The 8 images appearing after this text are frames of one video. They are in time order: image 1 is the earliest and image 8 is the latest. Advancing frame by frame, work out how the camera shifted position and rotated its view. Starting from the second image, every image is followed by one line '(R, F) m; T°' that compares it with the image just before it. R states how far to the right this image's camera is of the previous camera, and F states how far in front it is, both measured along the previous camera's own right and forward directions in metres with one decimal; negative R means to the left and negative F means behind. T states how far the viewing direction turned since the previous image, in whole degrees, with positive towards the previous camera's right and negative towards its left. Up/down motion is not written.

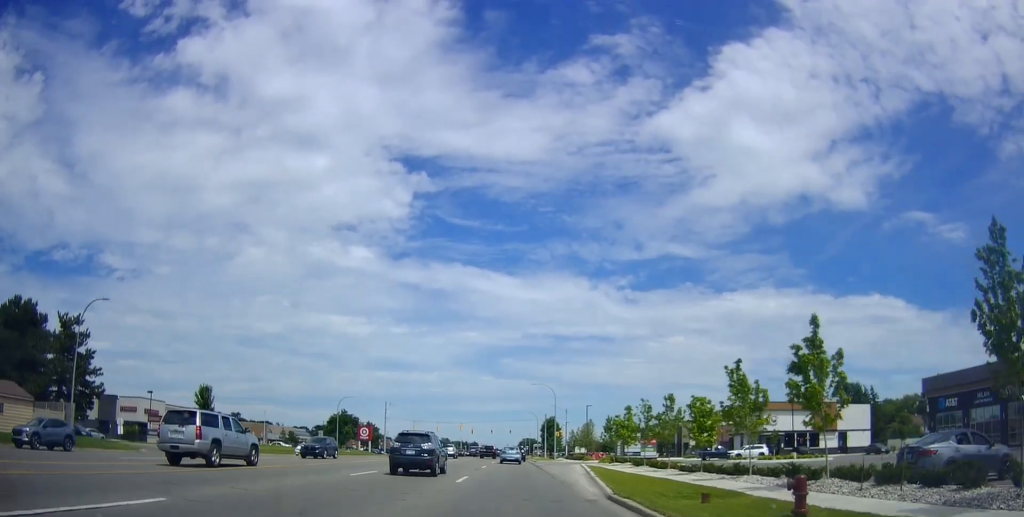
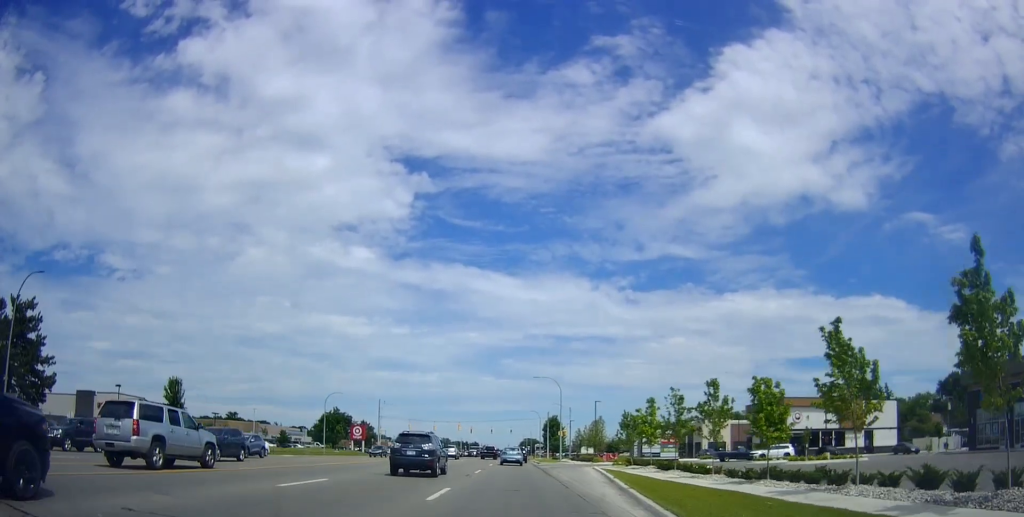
(0.0, +7.1) m; 0°
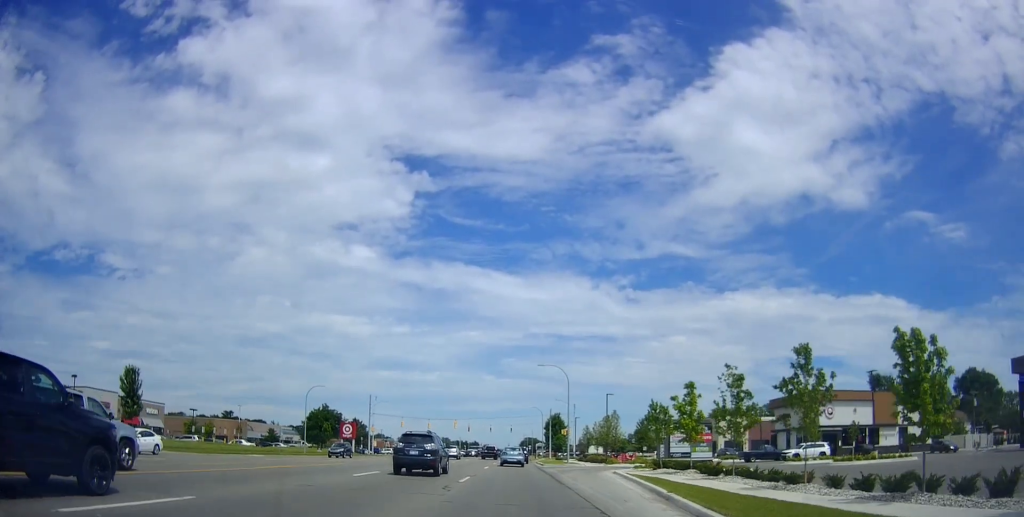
(0.0, +8.4) m; 0°
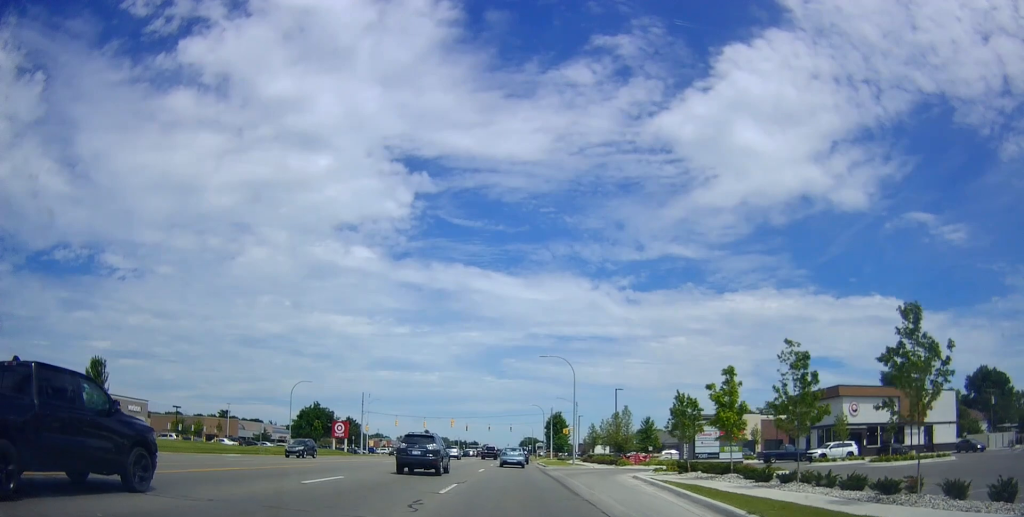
(0.0, +5.3) m; 0°
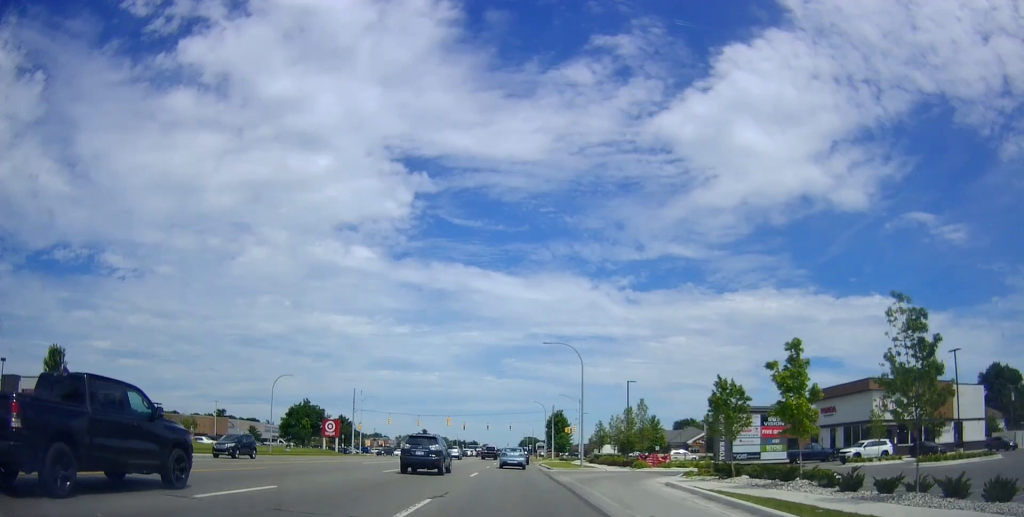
(0.0, +5.7) m; 0°
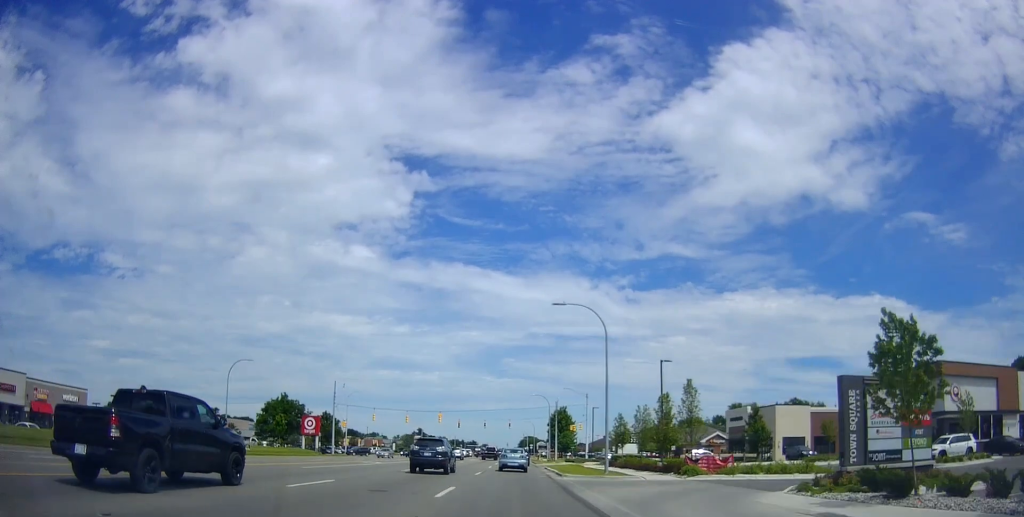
(0.0, +10.9) m; 0°
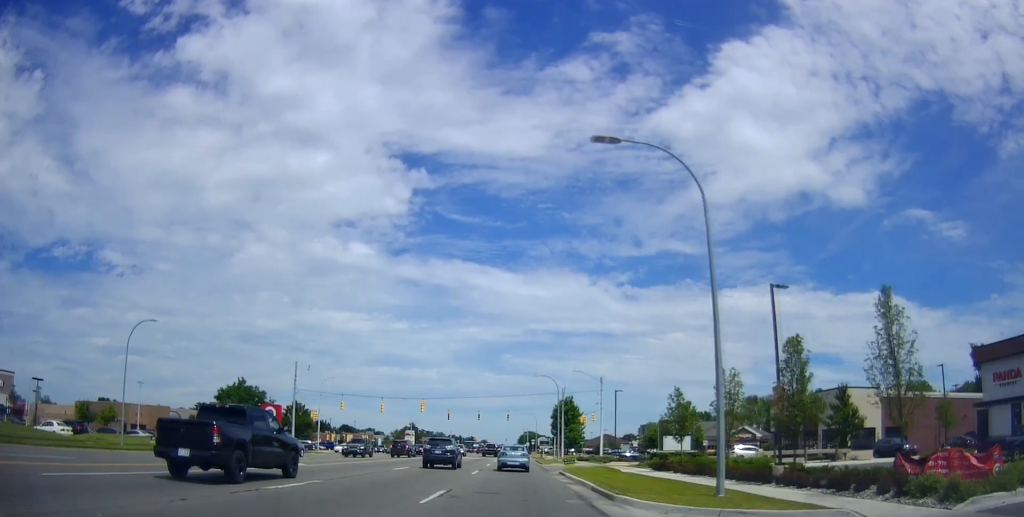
(0.0, +16.5) m; -2°
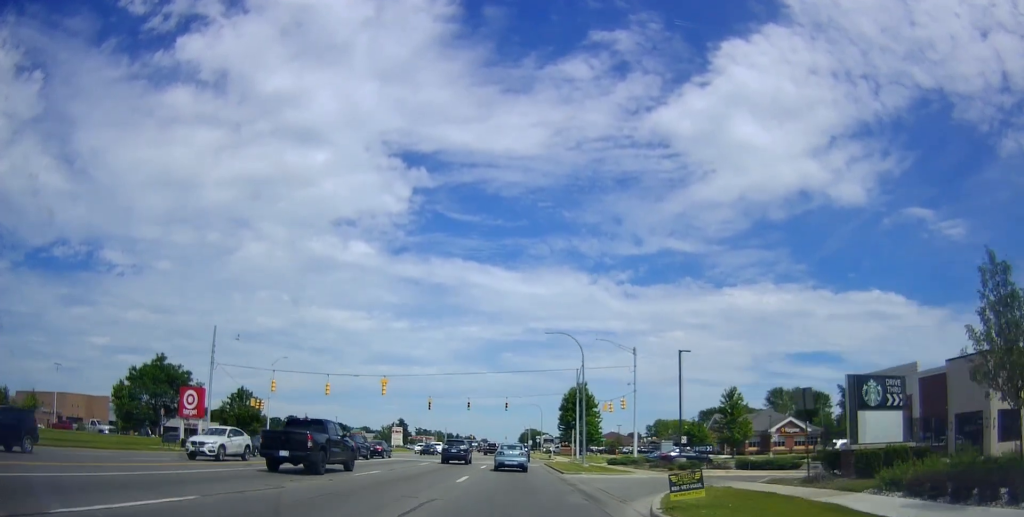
(-0.2, +22.3) m; +3°
